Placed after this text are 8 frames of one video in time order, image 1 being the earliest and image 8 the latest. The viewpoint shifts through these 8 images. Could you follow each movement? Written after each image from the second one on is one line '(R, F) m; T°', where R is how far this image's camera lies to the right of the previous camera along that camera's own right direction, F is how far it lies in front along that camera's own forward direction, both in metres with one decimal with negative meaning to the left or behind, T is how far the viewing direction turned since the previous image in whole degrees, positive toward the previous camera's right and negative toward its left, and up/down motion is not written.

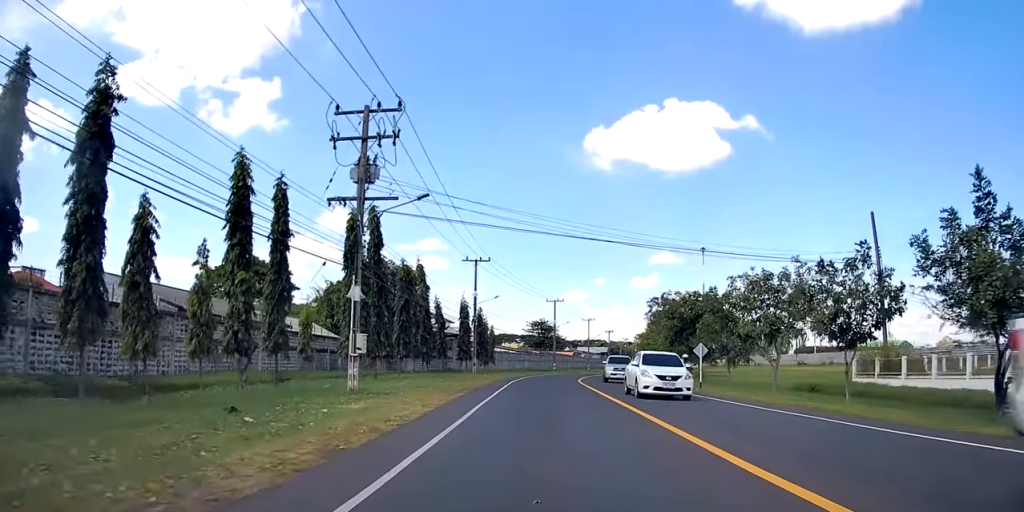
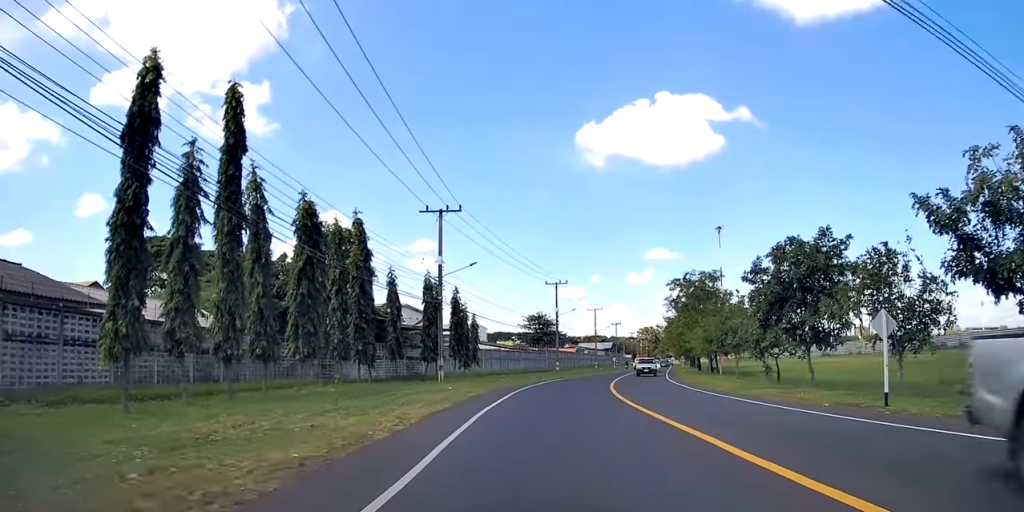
(-0.2, +21.7) m; +3°
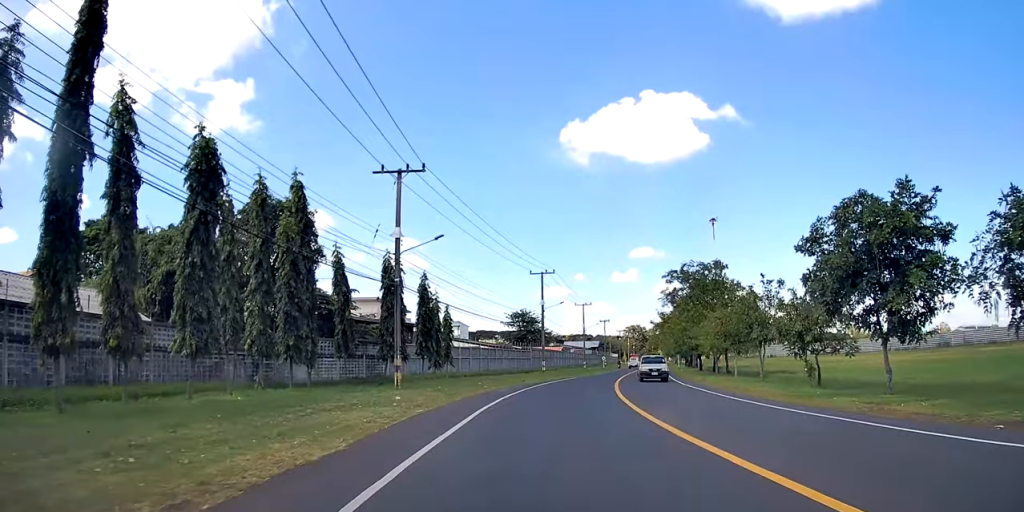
(+0.7, +8.3) m; +2°
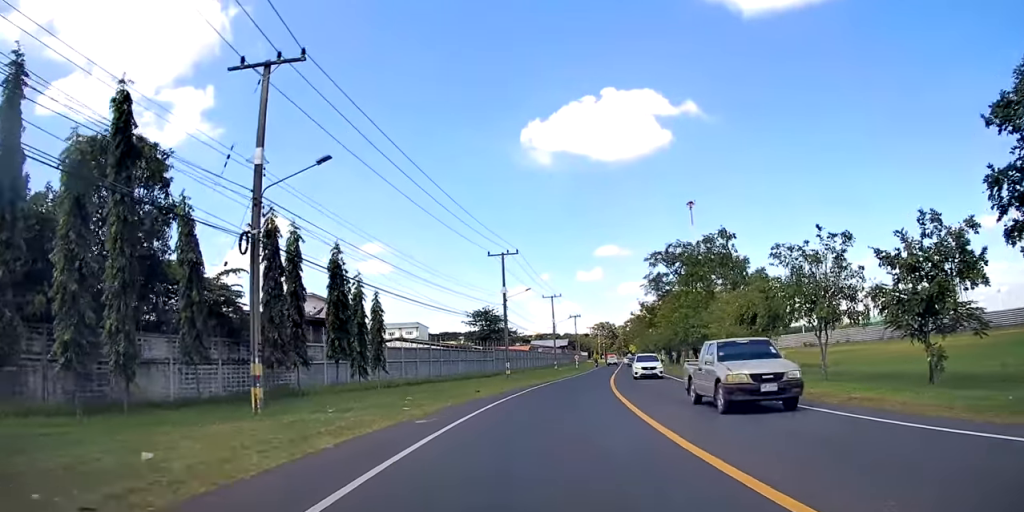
(+0.3, +13.2) m; -1°
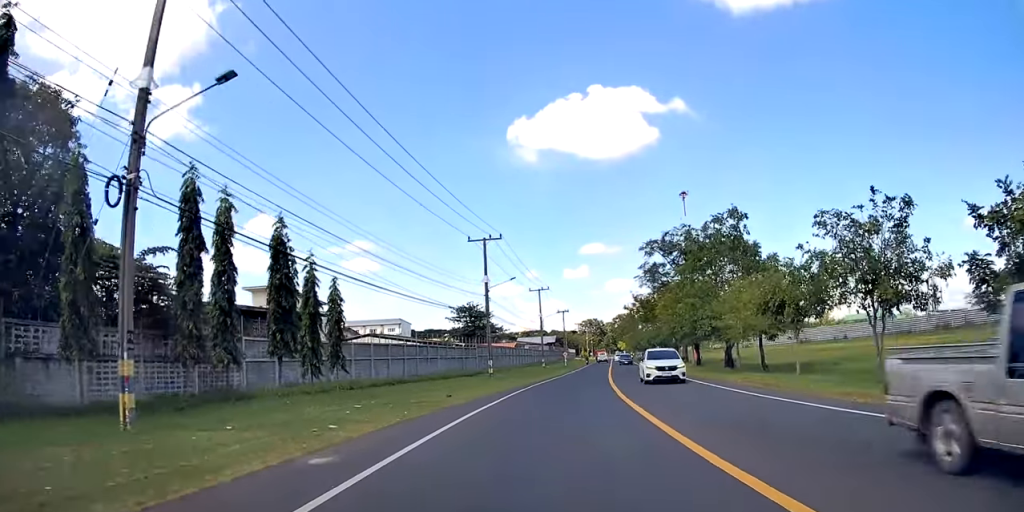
(-0.1, +5.6) m; -1°
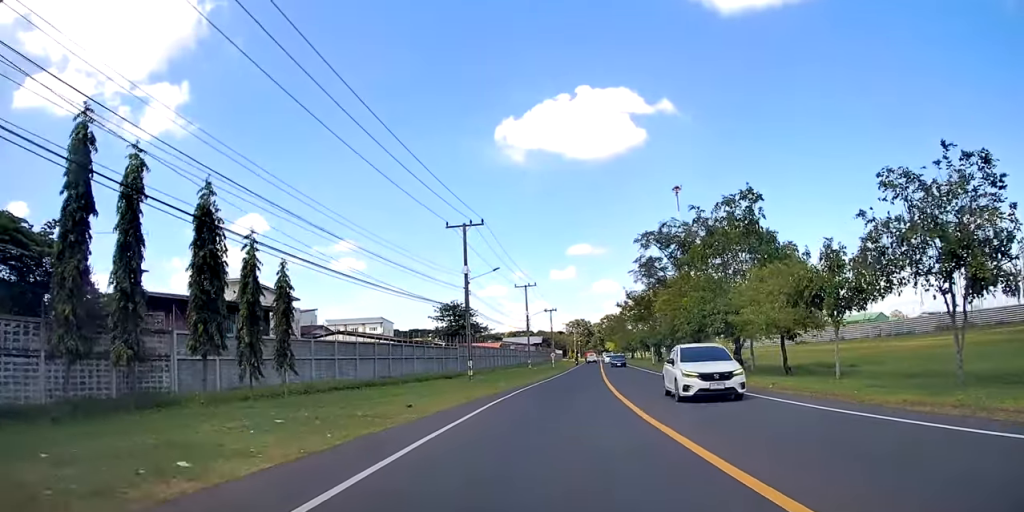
(-0.1, +5.5) m; +2°
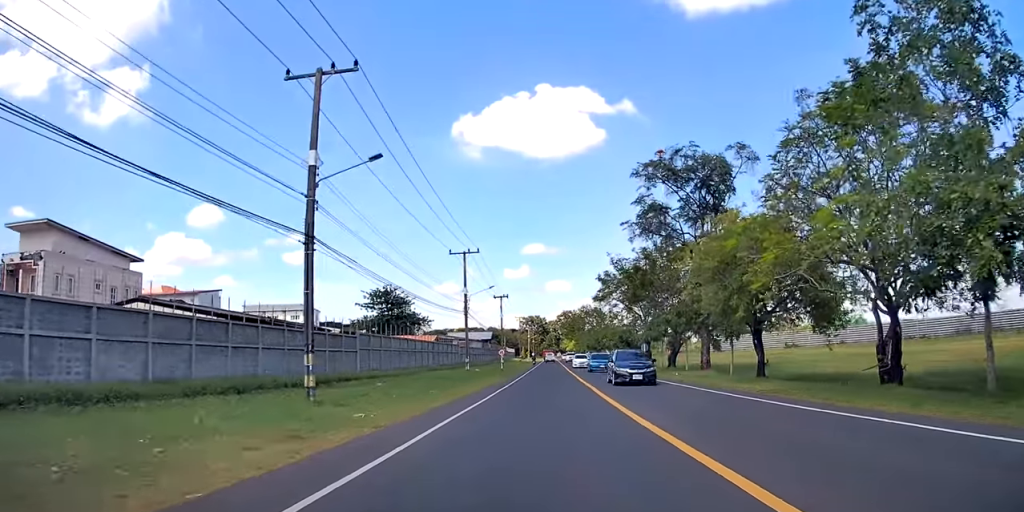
(+1.6, +23.2) m; +6°
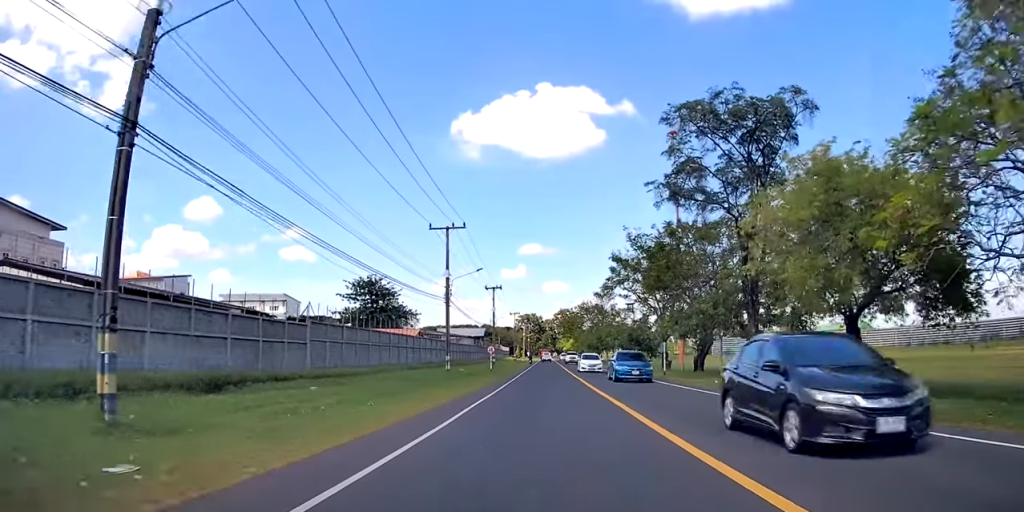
(0.0, +9.1) m; 0°
